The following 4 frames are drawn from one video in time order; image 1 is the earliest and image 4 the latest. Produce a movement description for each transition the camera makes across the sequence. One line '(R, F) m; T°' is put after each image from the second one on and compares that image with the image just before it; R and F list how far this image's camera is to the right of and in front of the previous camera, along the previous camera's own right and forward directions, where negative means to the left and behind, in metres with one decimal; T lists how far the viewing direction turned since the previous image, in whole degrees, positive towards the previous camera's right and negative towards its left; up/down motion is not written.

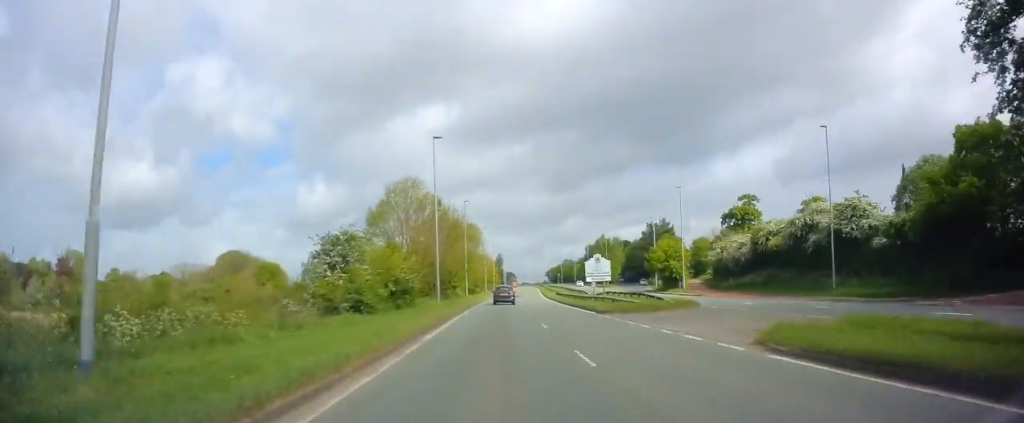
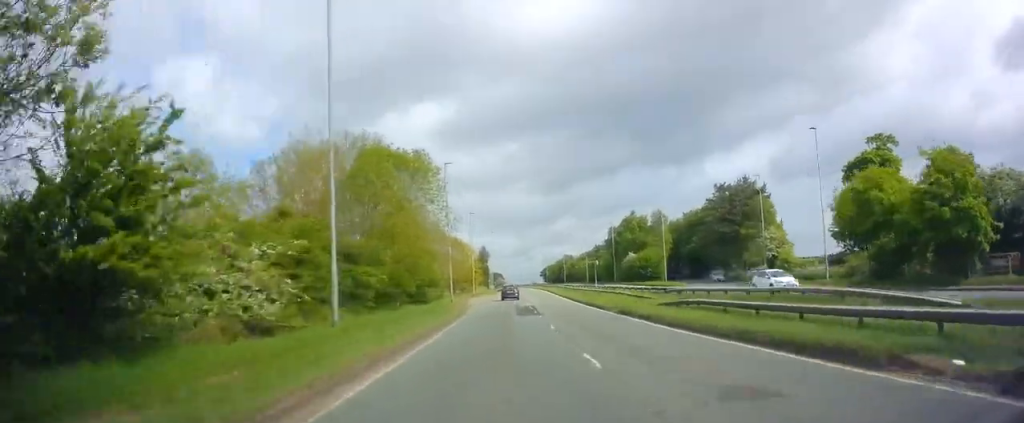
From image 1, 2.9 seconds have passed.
(+1.0, +54.6) m; +2°
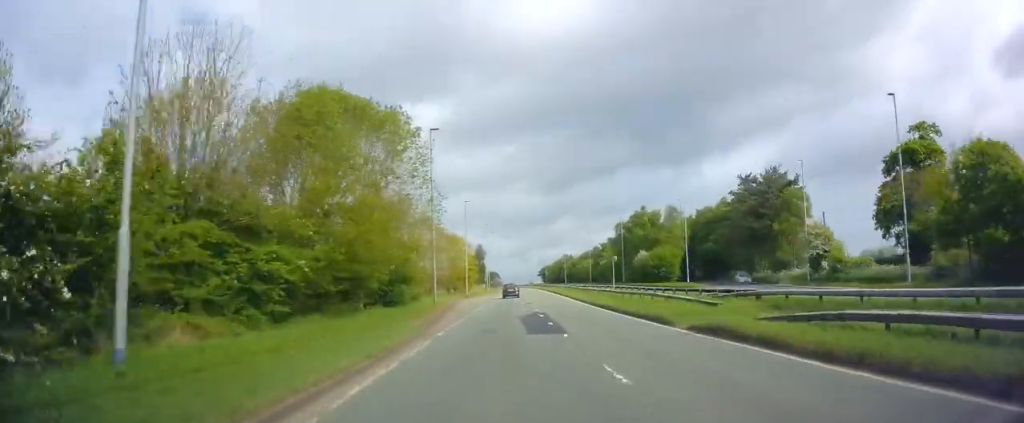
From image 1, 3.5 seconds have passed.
(0.0, +10.3) m; 0°
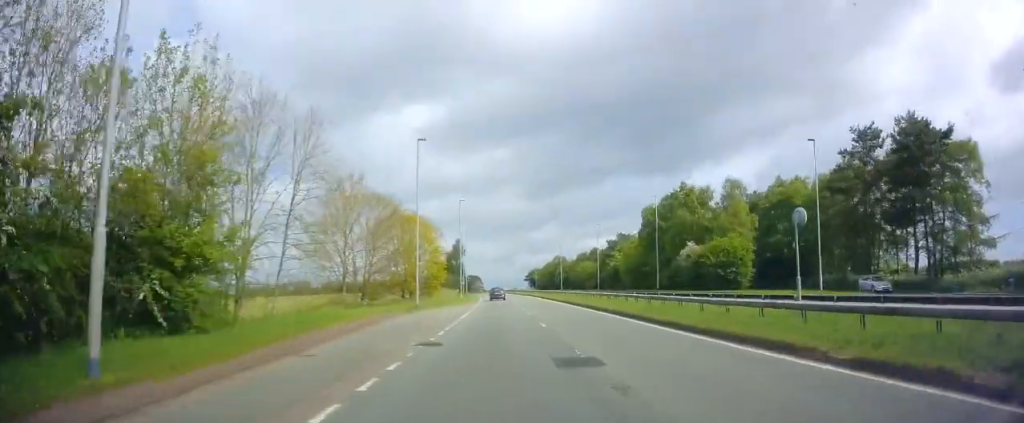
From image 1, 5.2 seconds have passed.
(0.0, +32.4) m; +1°
